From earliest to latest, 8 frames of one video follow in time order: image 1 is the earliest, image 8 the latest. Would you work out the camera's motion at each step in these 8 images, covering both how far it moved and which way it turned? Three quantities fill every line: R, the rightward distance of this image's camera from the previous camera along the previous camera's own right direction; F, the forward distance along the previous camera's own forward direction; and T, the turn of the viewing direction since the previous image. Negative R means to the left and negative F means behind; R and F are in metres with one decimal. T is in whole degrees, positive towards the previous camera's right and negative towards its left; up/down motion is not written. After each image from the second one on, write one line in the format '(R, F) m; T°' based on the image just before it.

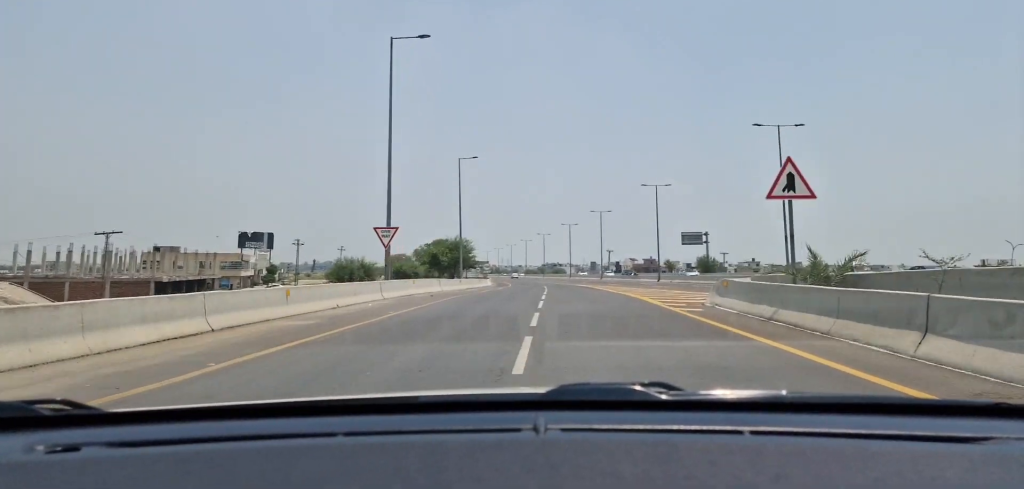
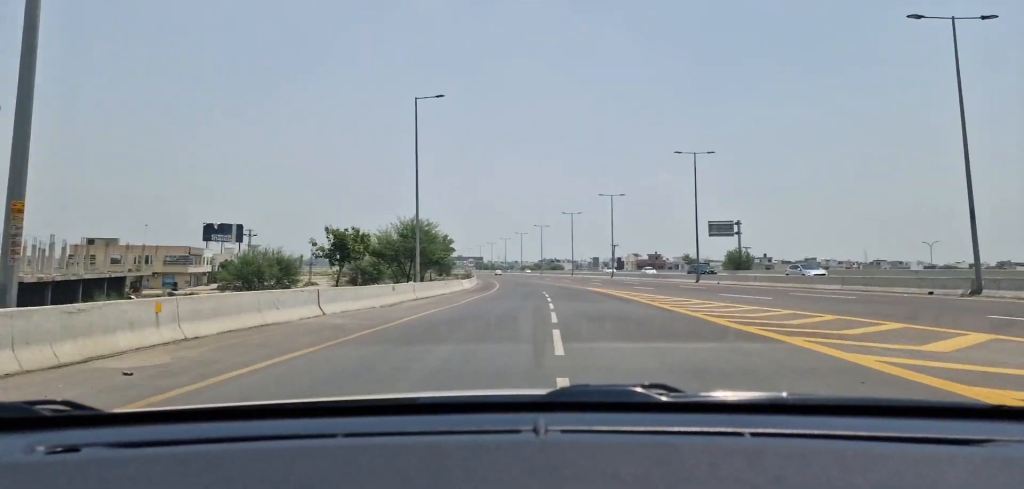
(-0.1, +23.2) m; -1°
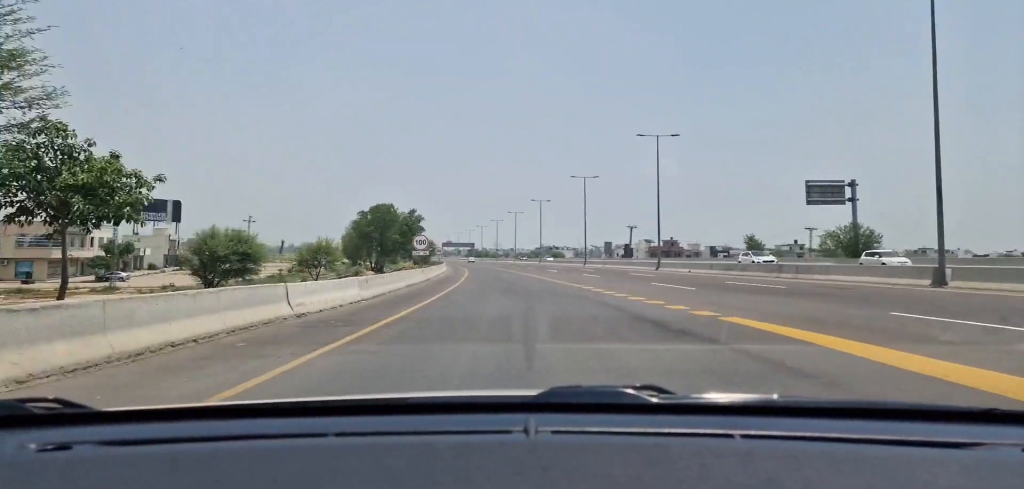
(-0.1, +38.4) m; 0°
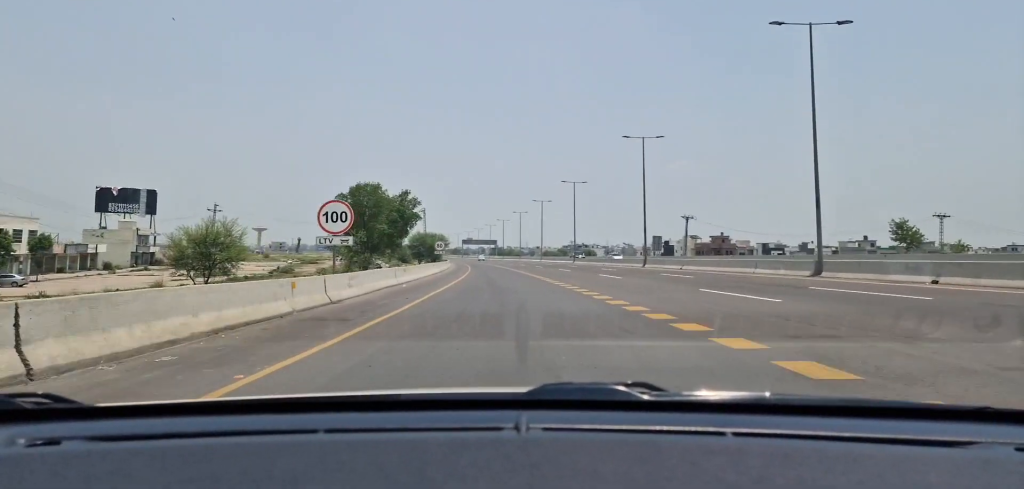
(-0.2, +28.7) m; -2°
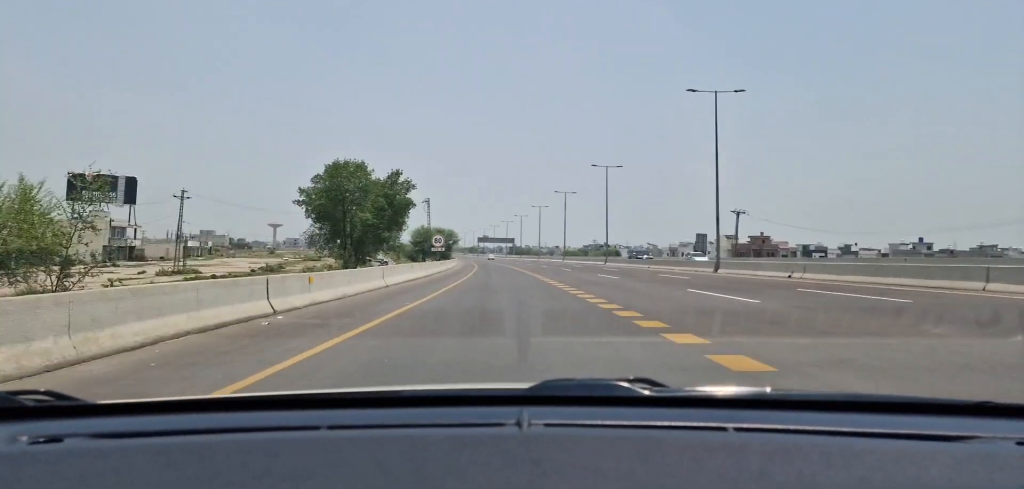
(-0.6, +18.5) m; -2°
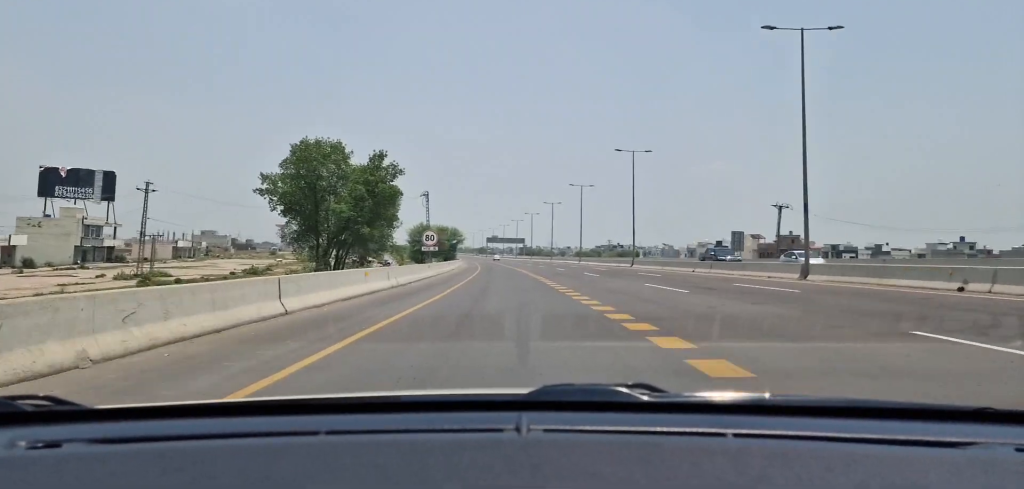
(-0.1, +12.6) m; -1°
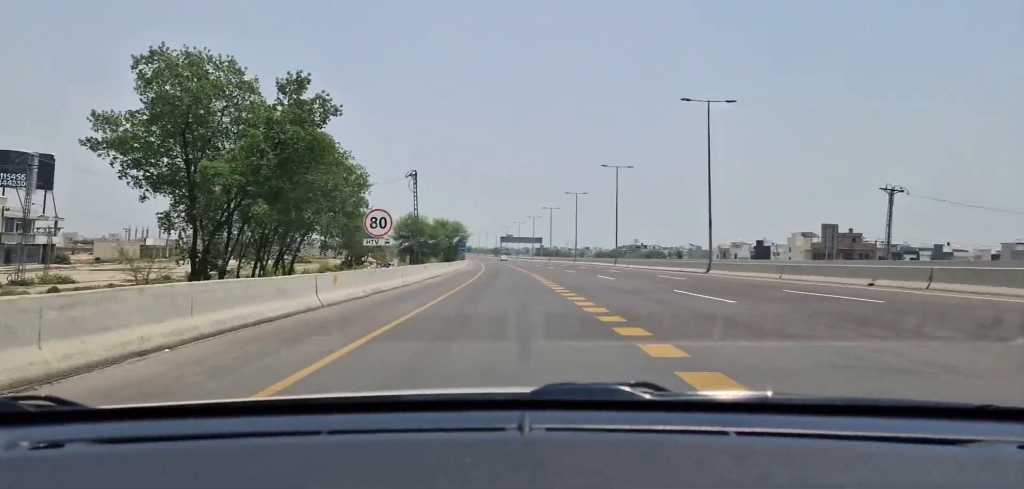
(-0.1, +23.0) m; -1°
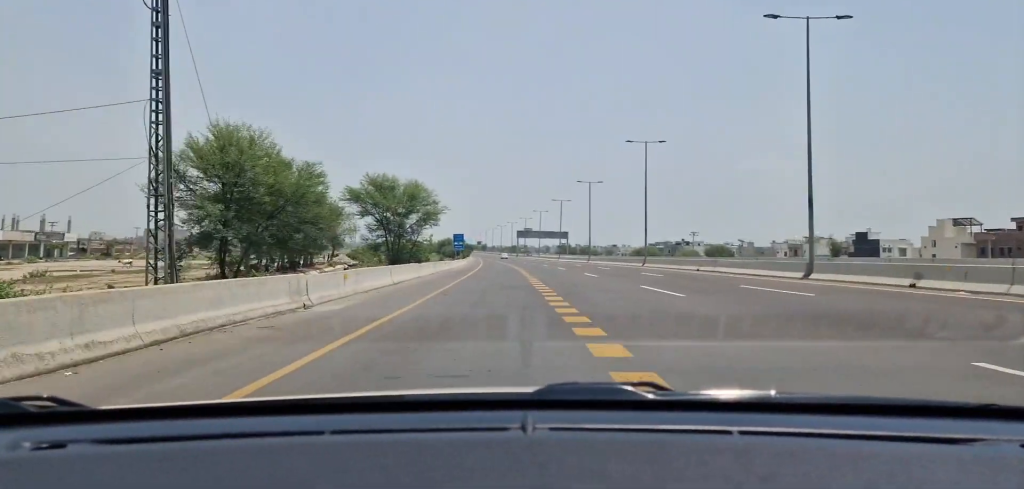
(-0.1, +52.4) m; 0°
